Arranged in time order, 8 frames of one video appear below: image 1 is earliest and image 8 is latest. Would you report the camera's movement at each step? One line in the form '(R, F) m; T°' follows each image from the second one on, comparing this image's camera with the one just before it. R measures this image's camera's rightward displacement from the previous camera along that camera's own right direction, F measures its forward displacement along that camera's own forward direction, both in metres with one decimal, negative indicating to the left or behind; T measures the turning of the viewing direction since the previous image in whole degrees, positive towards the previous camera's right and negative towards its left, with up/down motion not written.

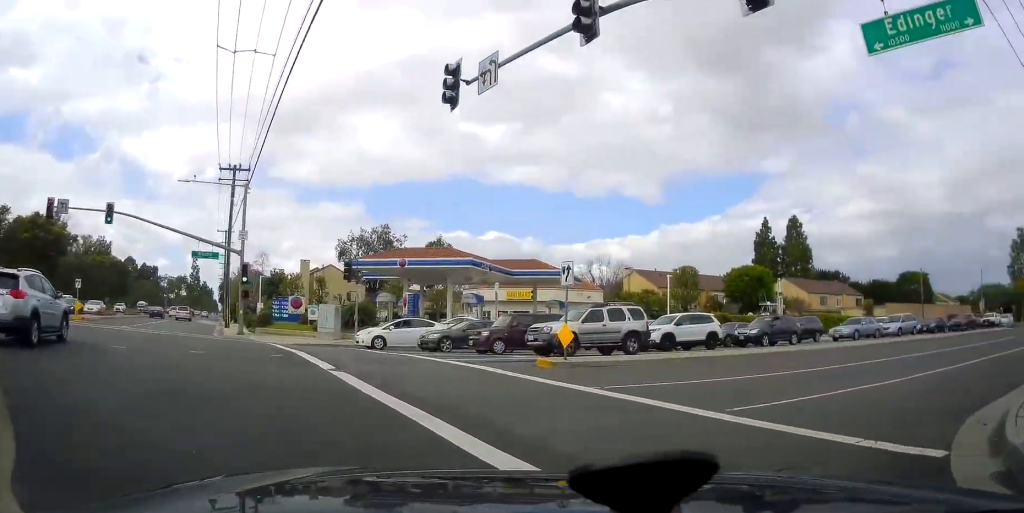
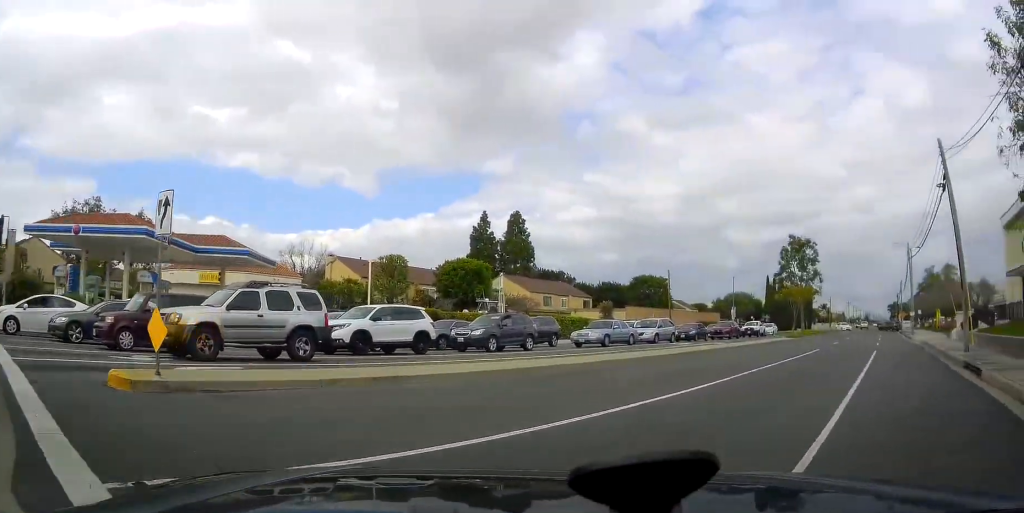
(+1.8, +6.7) m; +20°
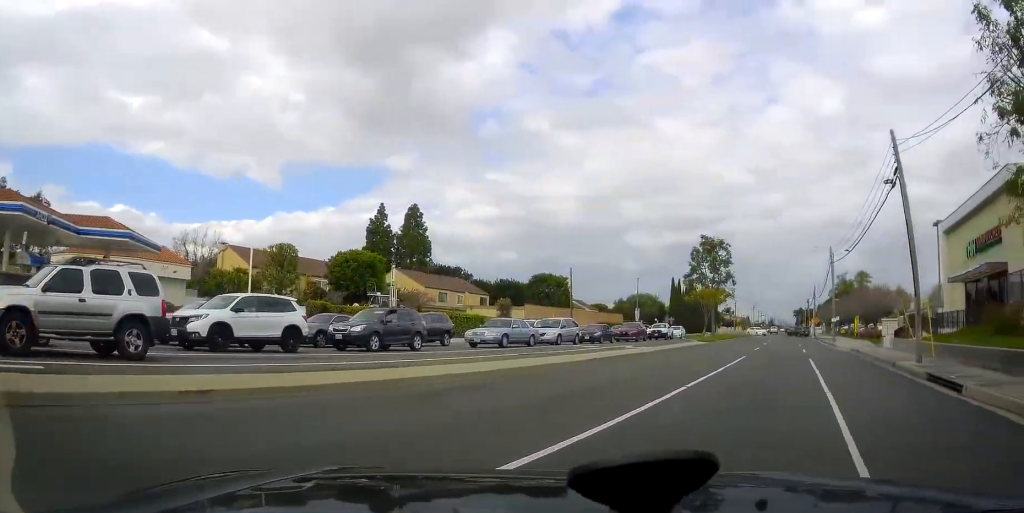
(+0.3, +2.8) m; +6°
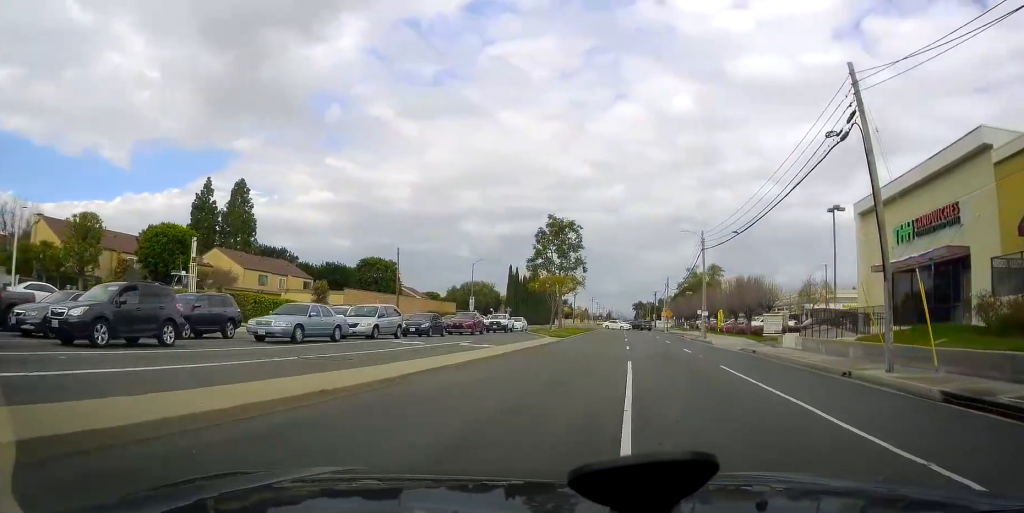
(-0.2, +6.6) m; +13°
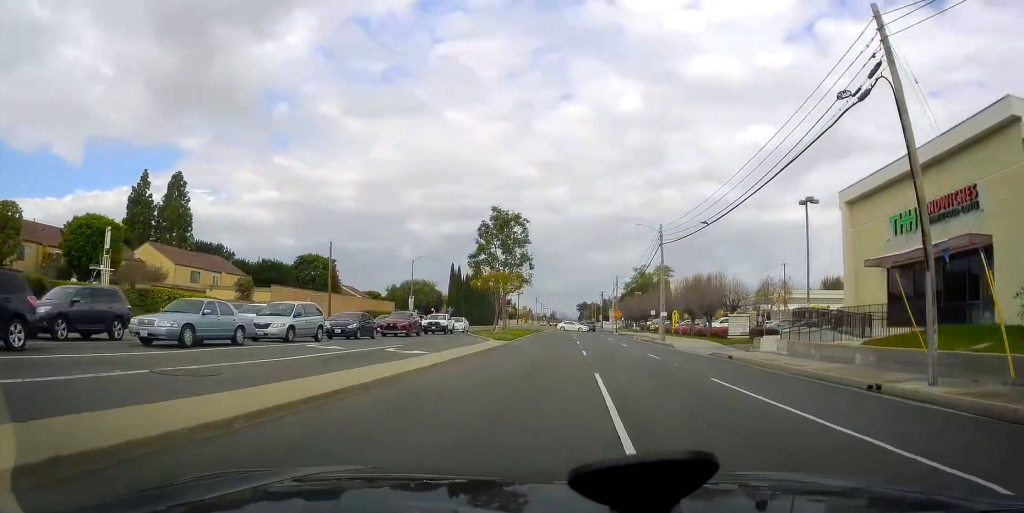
(+0.7, +3.8) m; +8°
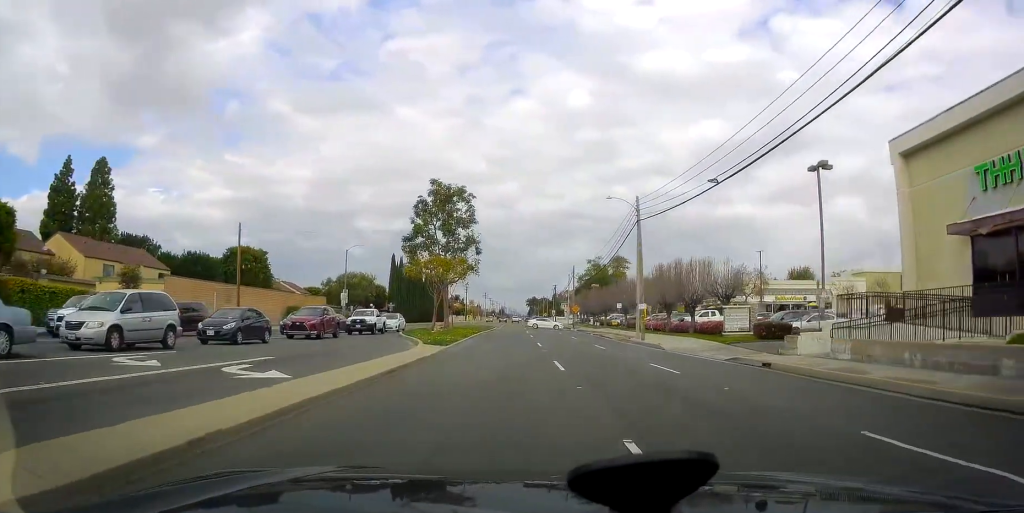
(+1.3, +8.3) m; +12°
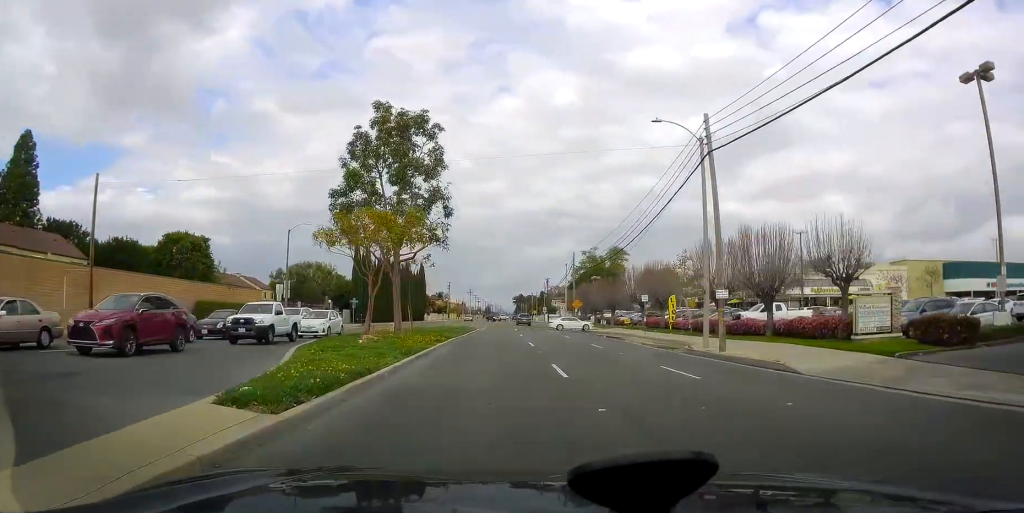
(+1.2, +15.7) m; +3°
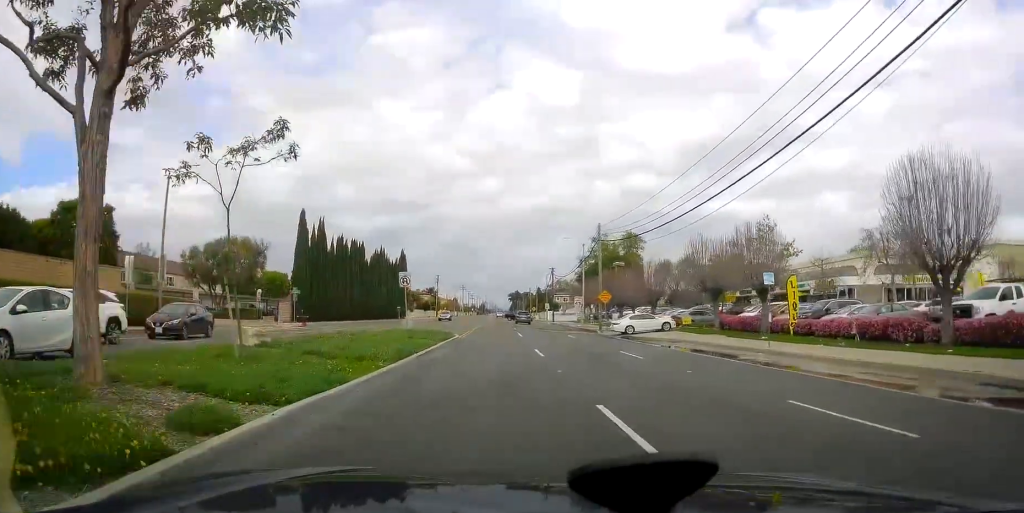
(-1.3, +22.1) m; -5°
